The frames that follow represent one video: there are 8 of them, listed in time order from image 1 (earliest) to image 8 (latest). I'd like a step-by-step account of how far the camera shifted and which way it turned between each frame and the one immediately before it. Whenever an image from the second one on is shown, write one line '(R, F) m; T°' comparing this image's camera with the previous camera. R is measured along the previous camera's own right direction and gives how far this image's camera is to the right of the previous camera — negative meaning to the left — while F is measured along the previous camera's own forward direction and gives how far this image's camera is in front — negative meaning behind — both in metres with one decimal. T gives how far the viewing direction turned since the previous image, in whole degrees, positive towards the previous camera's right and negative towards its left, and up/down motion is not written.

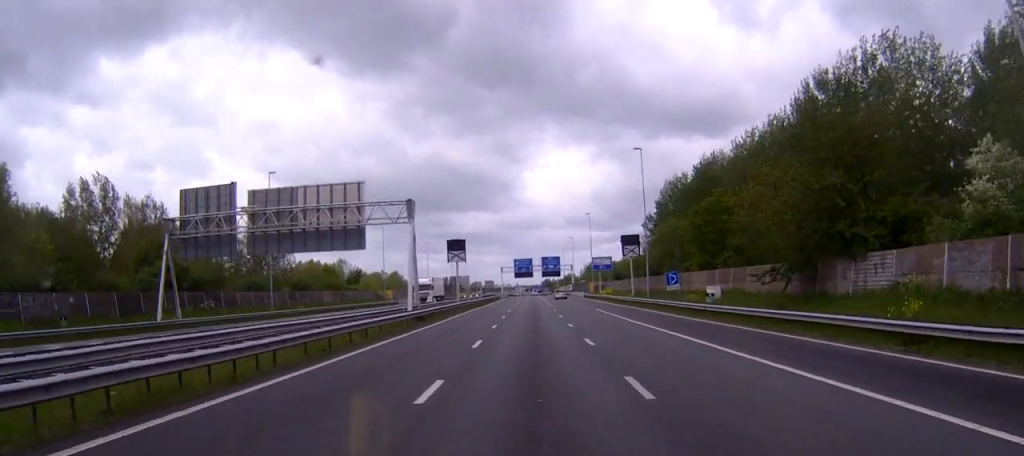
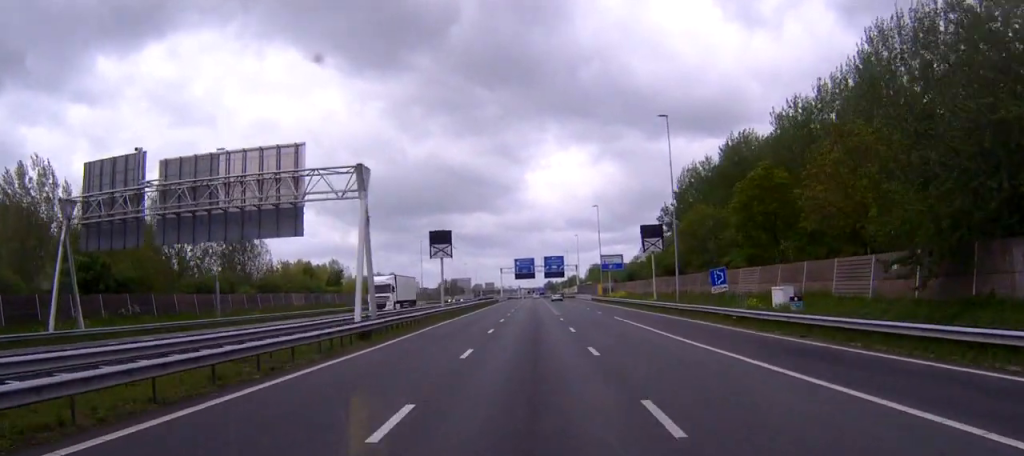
(0.0, +14.0) m; 0°
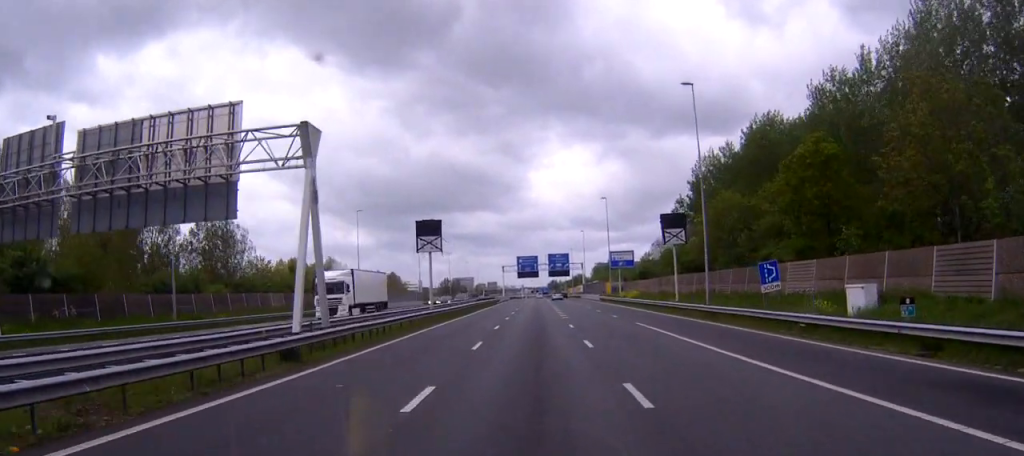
(0.0, +9.0) m; 0°
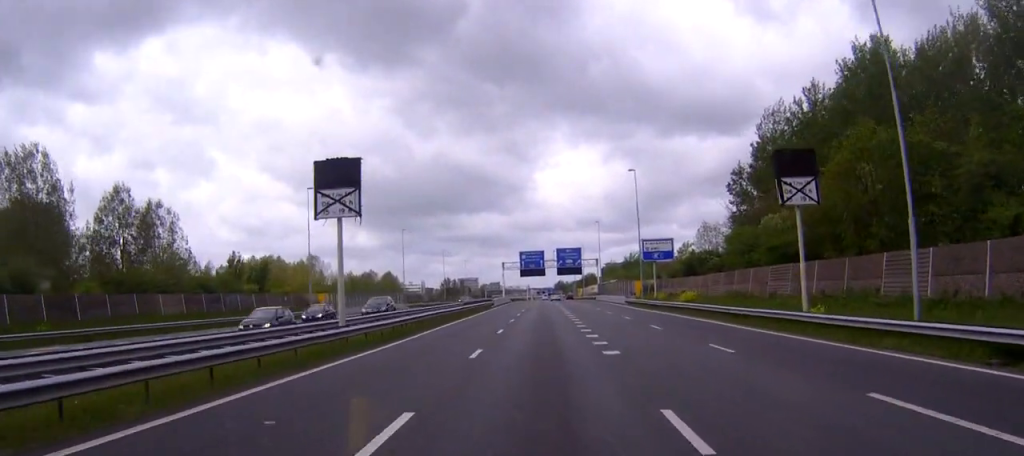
(-0.1, +27.4) m; 0°
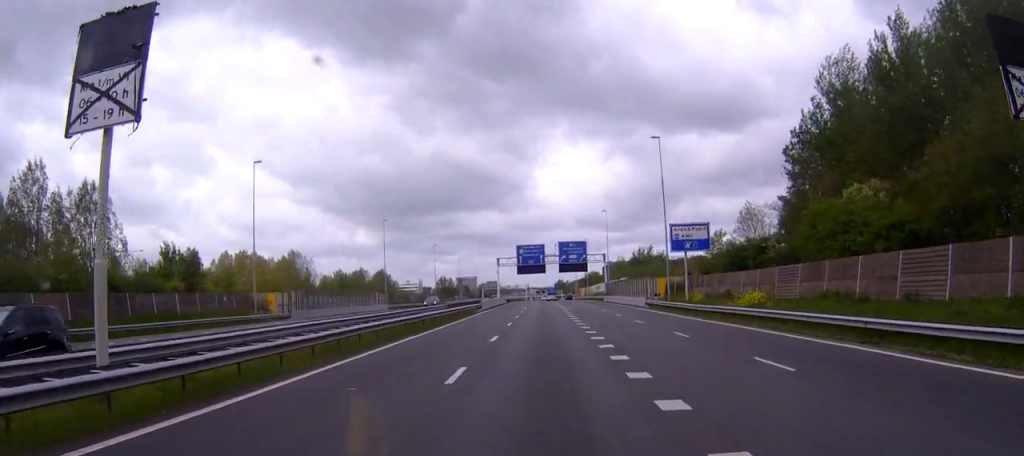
(0.0, +17.4) m; 0°
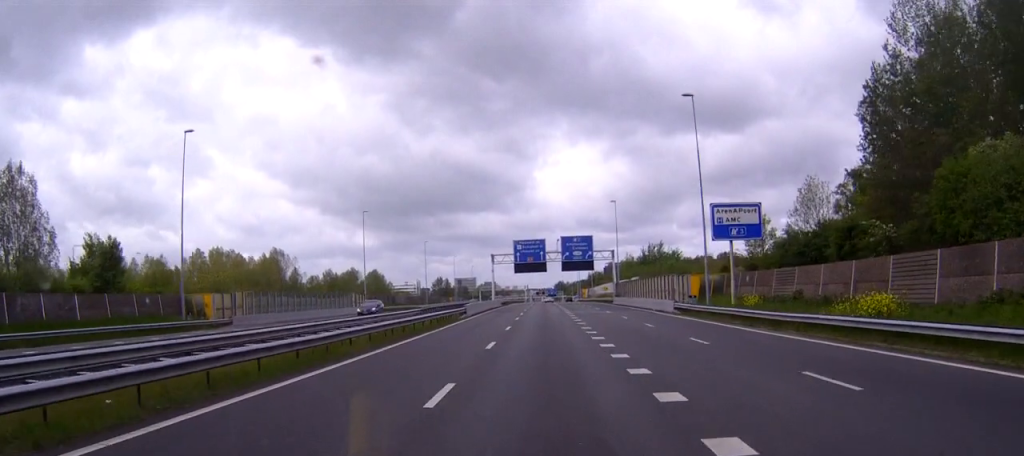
(0.0, +15.2) m; 0°
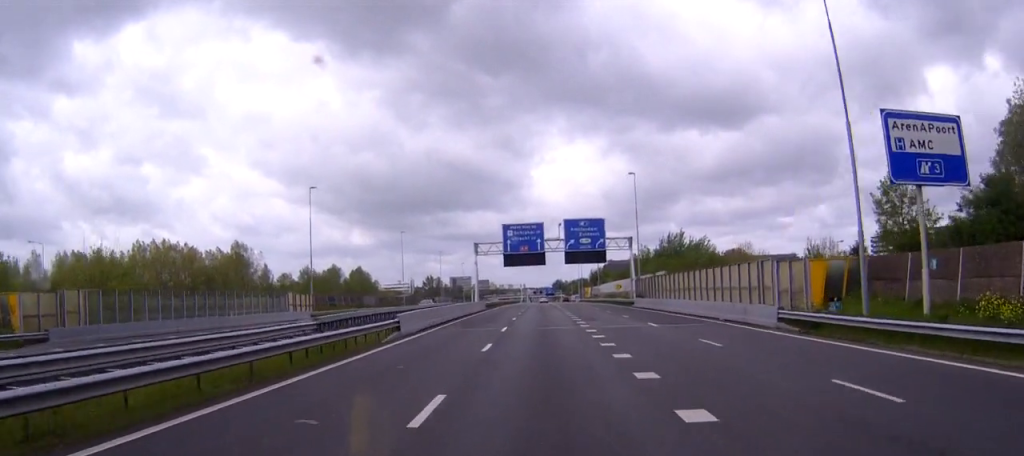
(0.0, +25.6) m; 0°
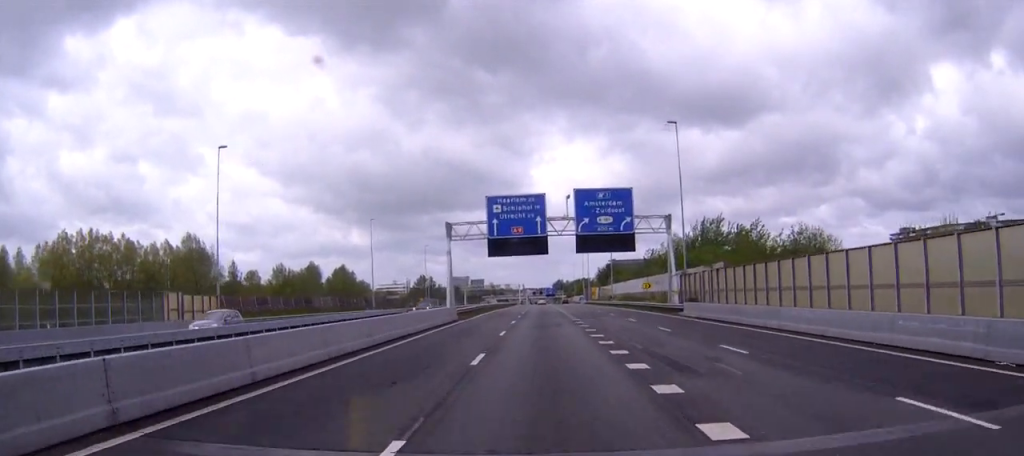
(-0.1, +27.0) m; 0°
